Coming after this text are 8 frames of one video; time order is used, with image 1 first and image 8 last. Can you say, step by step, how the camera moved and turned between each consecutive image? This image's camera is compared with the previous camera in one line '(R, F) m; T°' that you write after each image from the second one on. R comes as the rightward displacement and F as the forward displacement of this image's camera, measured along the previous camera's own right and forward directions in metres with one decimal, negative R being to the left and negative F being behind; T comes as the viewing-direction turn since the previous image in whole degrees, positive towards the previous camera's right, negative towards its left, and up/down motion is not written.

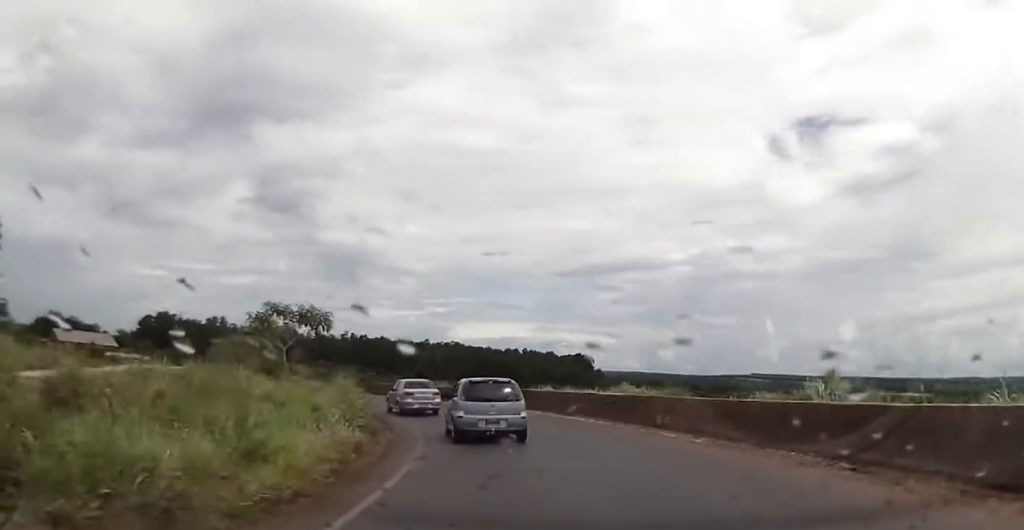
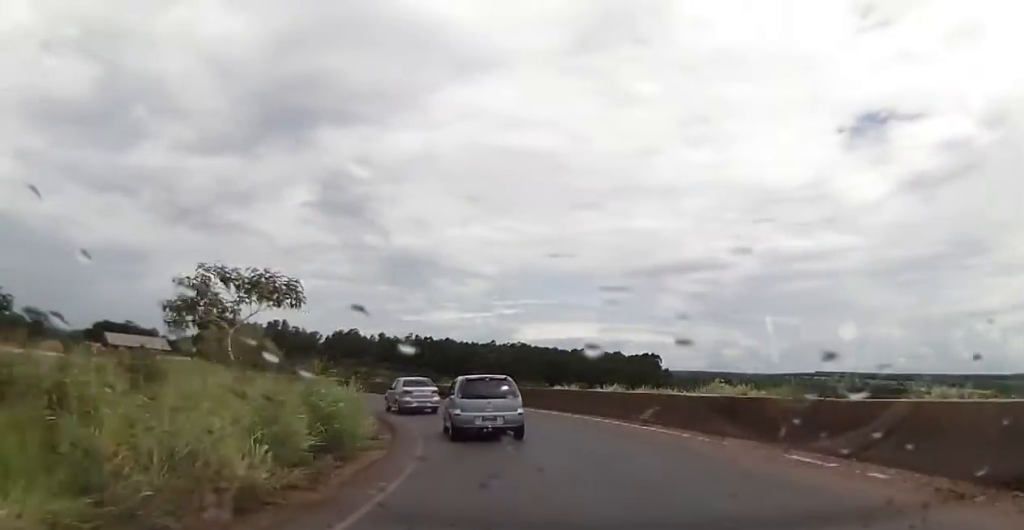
(-0.1, +6.3) m; -5°
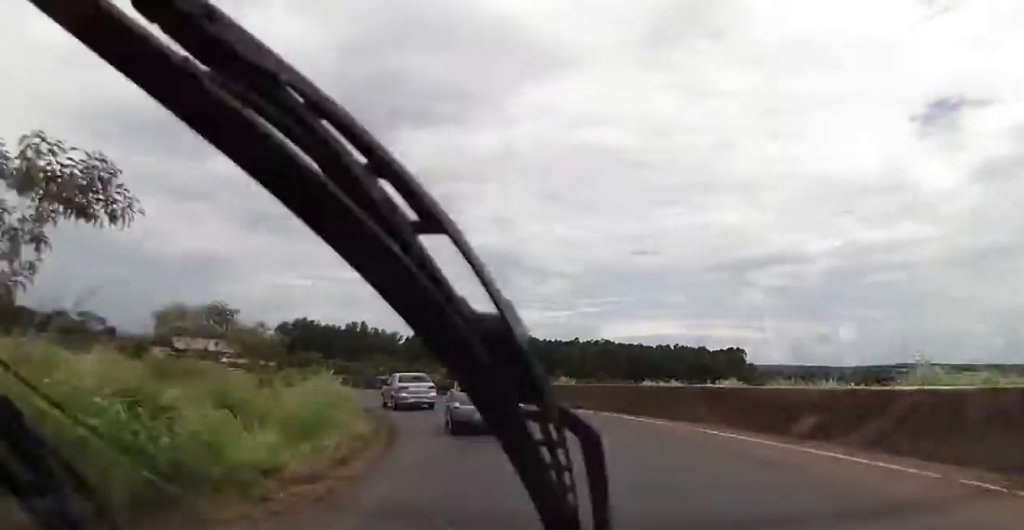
(-0.6, +8.0) m; -7°
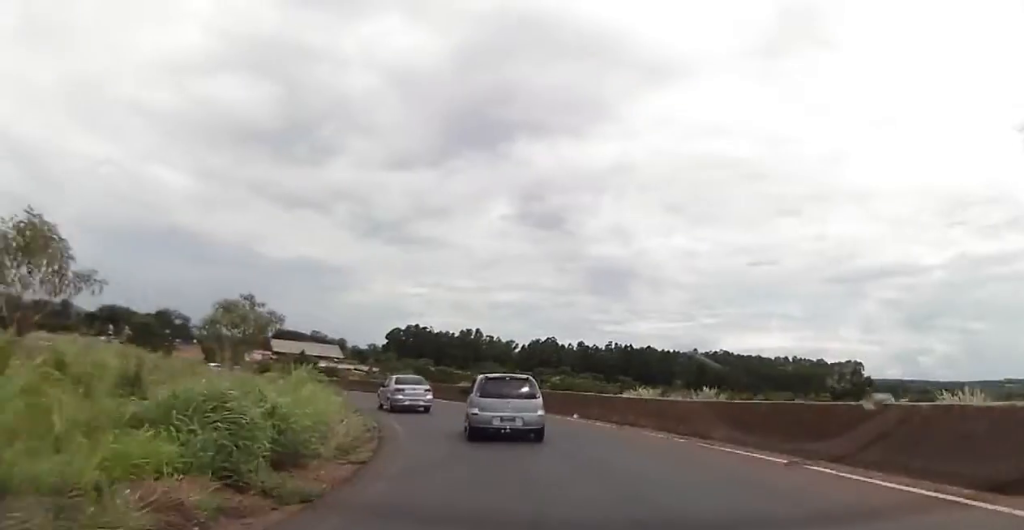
(-0.9, +10.8) m; -10°
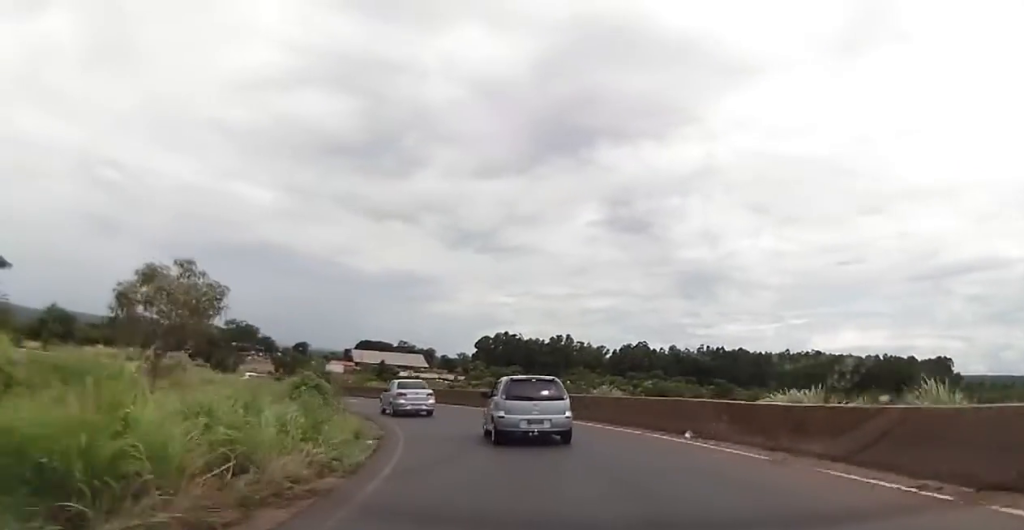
(-0.4, +8.0) m; -8°
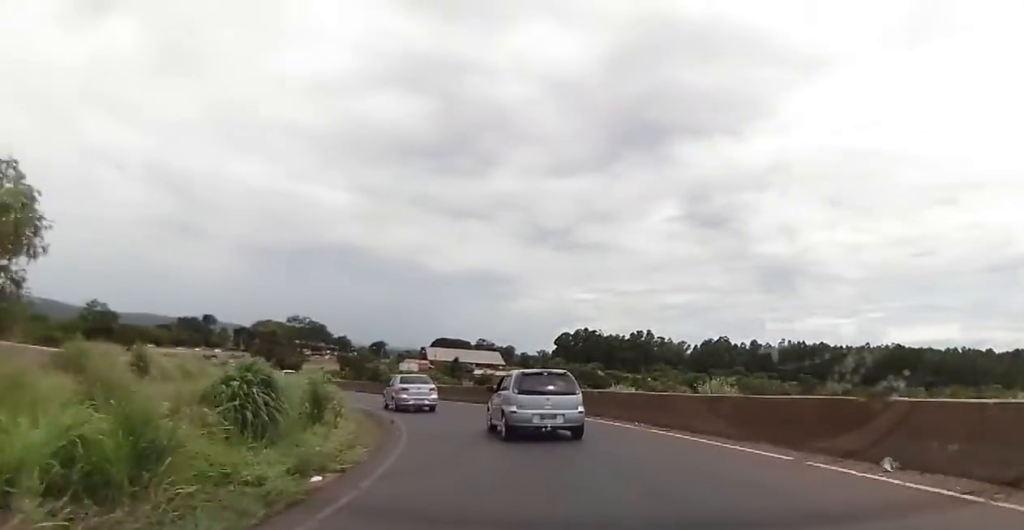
(-0.5, +7.2) m; -7°
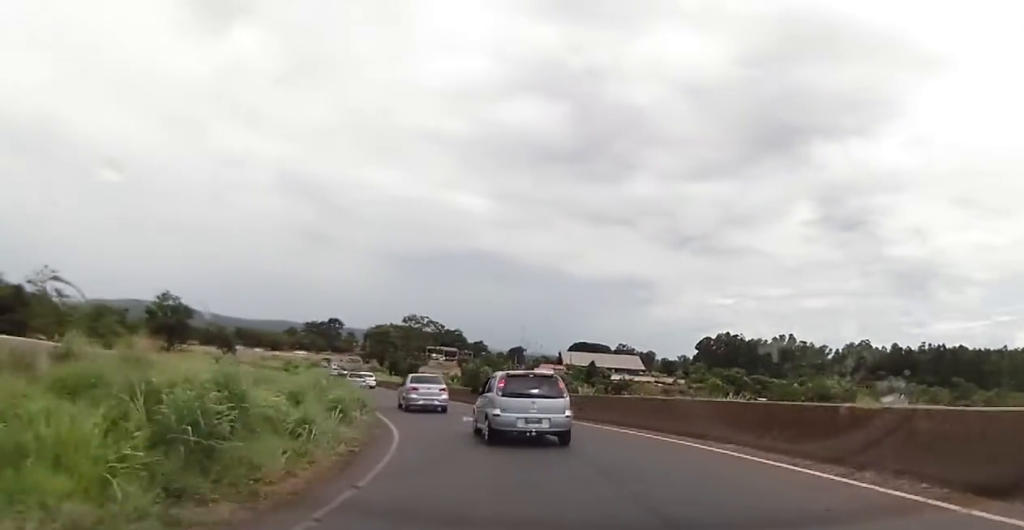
(-1.4, +13.1) m; -9°
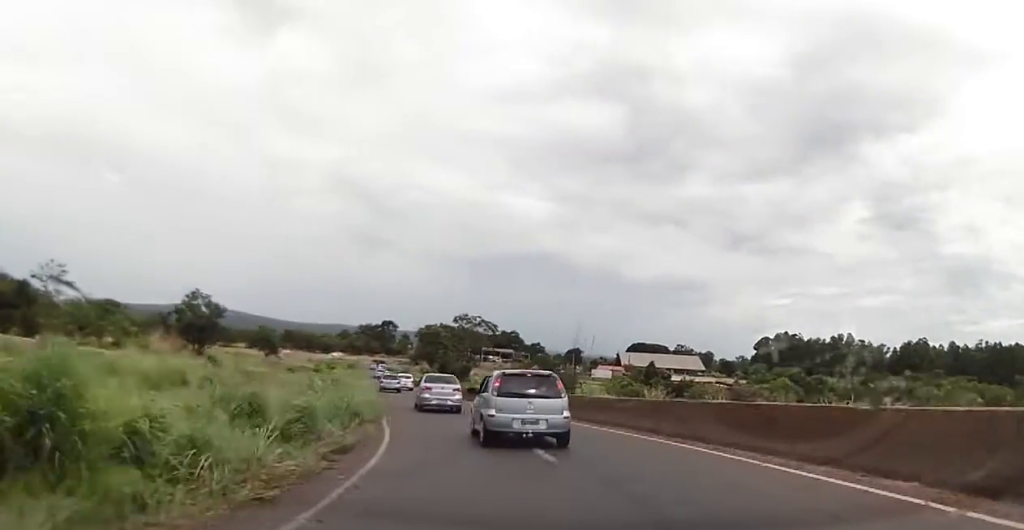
(-0.2, +5.6) m; -4°
